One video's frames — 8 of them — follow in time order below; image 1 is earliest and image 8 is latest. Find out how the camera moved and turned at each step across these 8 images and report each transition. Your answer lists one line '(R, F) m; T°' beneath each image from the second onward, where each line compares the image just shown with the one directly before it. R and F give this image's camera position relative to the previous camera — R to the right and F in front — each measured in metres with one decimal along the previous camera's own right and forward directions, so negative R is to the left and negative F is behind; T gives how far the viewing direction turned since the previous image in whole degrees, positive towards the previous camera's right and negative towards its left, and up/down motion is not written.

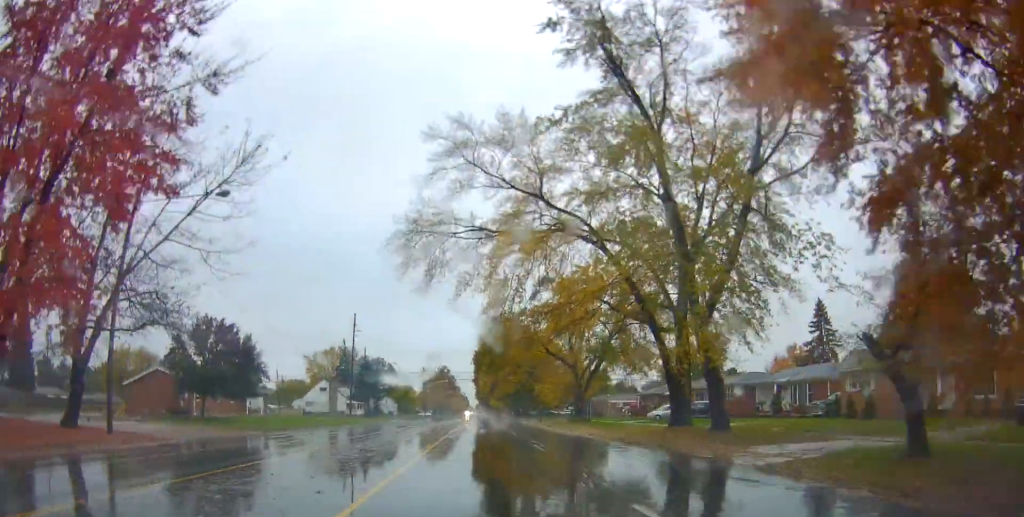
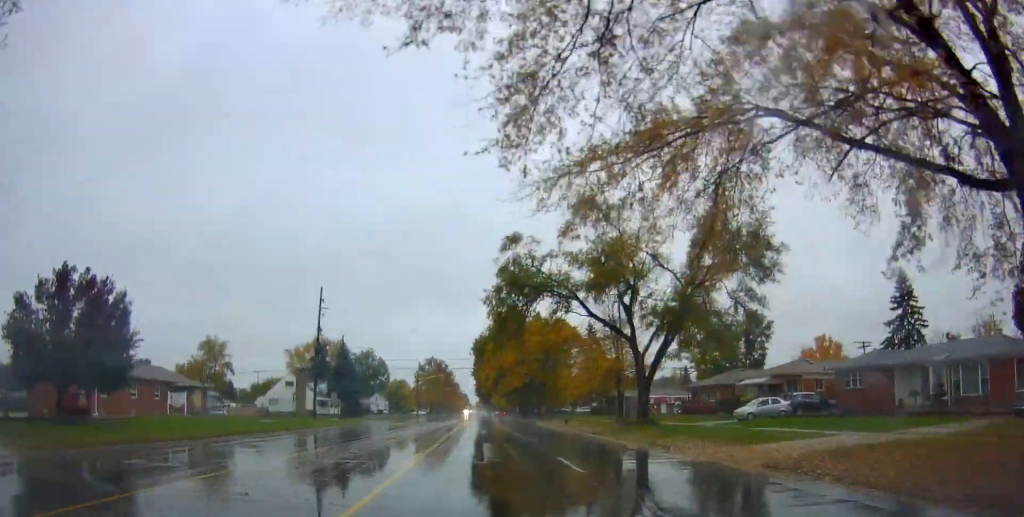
(-0.1, +20.3) m; 0°
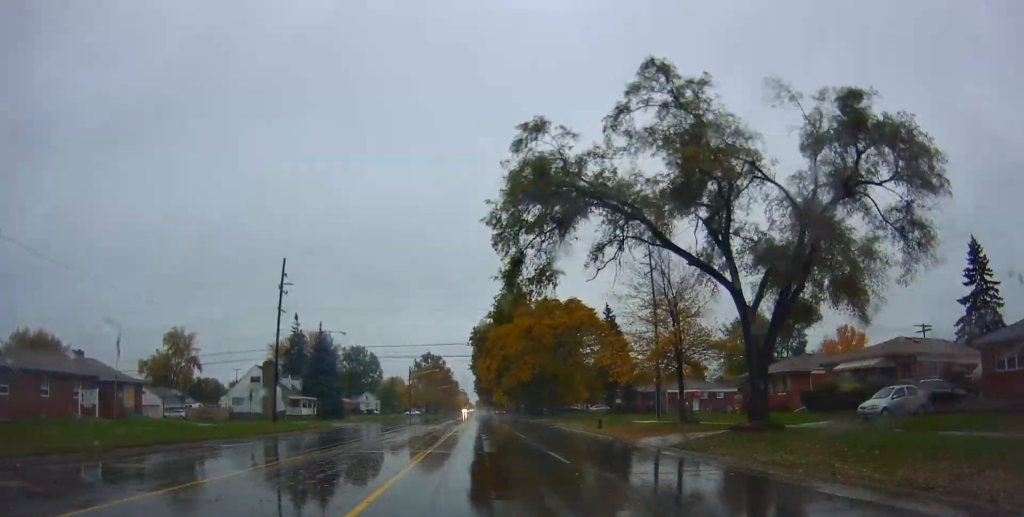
(+0.2, +14.1) m; +1°
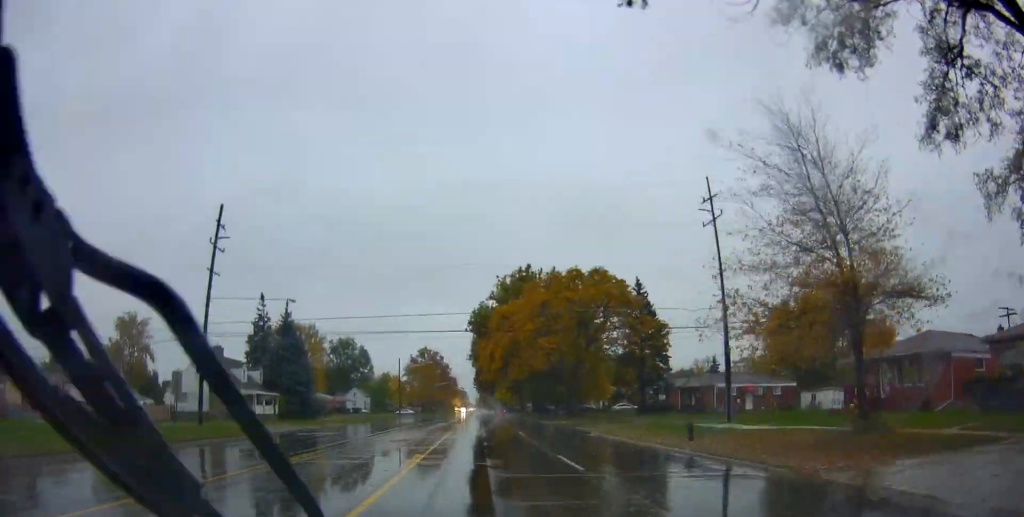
(-0.2, +16.1) m; 0°
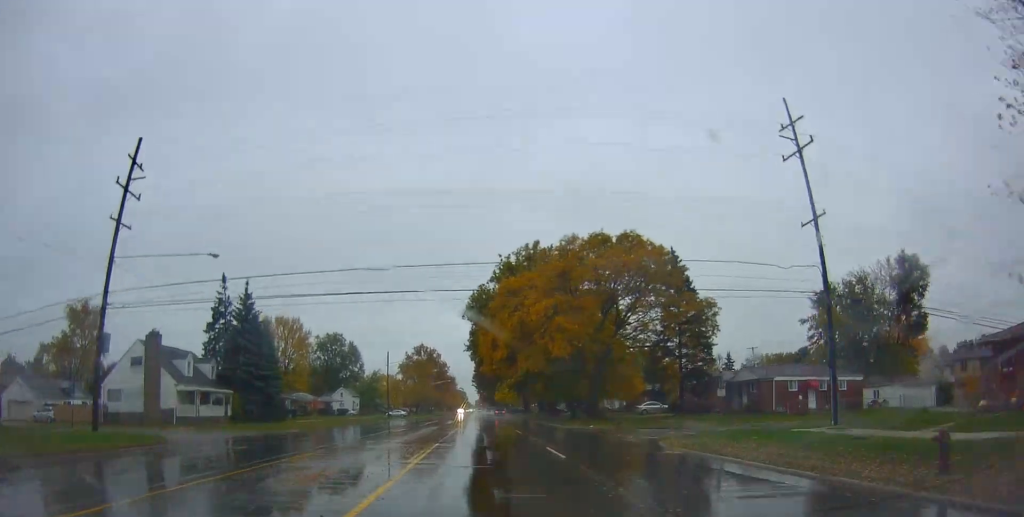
(+0.3, +13.2) m; +1°
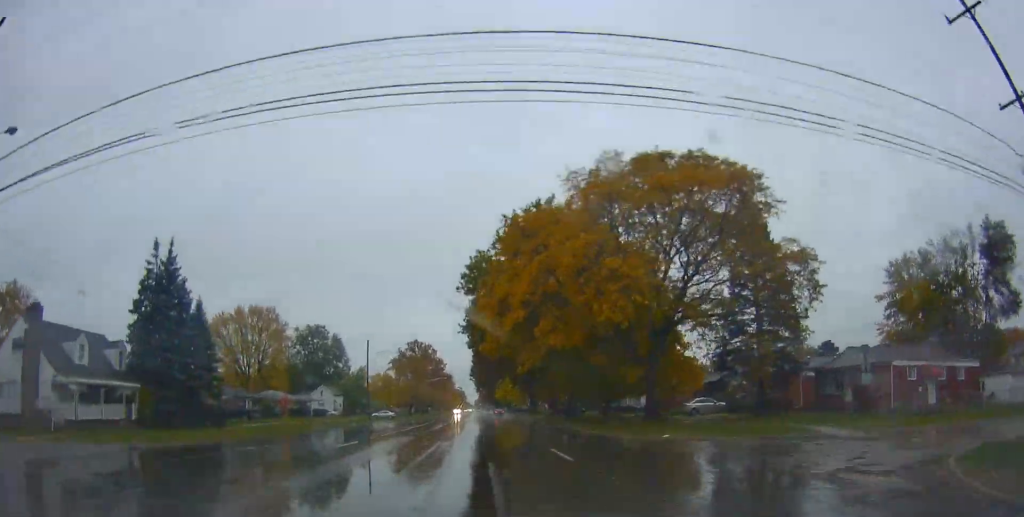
(0.0, +16.4) m; -2°
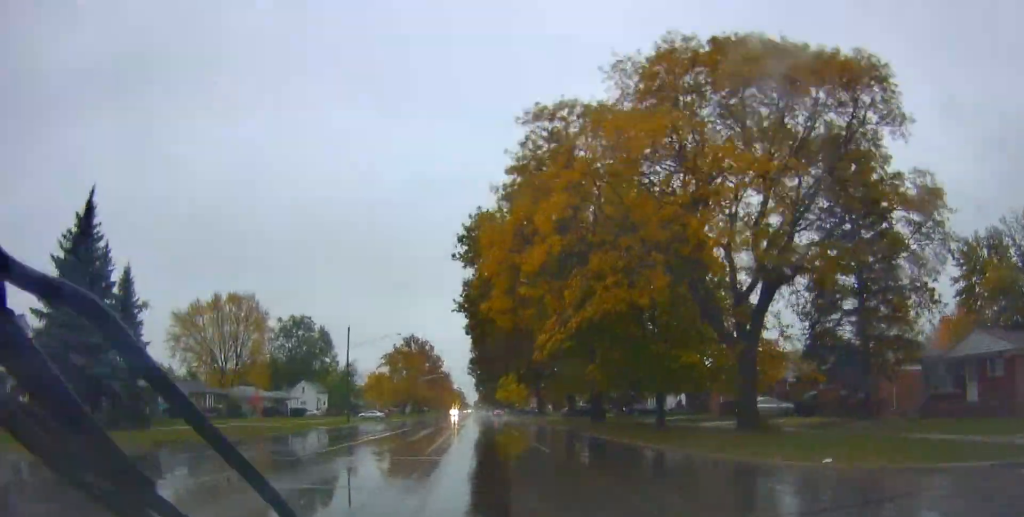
(-0.2, +12.0) m; -1°
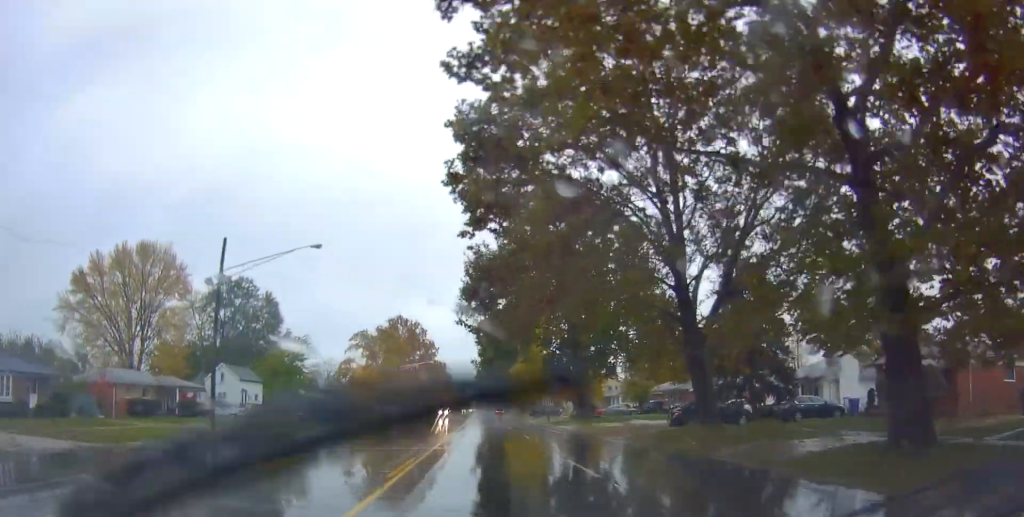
(+0.4, +34.9) m; +2°
